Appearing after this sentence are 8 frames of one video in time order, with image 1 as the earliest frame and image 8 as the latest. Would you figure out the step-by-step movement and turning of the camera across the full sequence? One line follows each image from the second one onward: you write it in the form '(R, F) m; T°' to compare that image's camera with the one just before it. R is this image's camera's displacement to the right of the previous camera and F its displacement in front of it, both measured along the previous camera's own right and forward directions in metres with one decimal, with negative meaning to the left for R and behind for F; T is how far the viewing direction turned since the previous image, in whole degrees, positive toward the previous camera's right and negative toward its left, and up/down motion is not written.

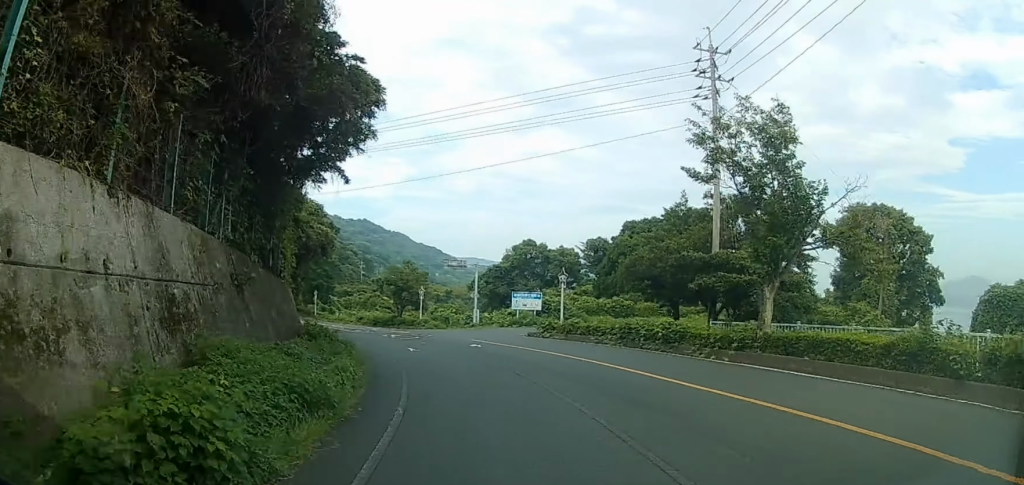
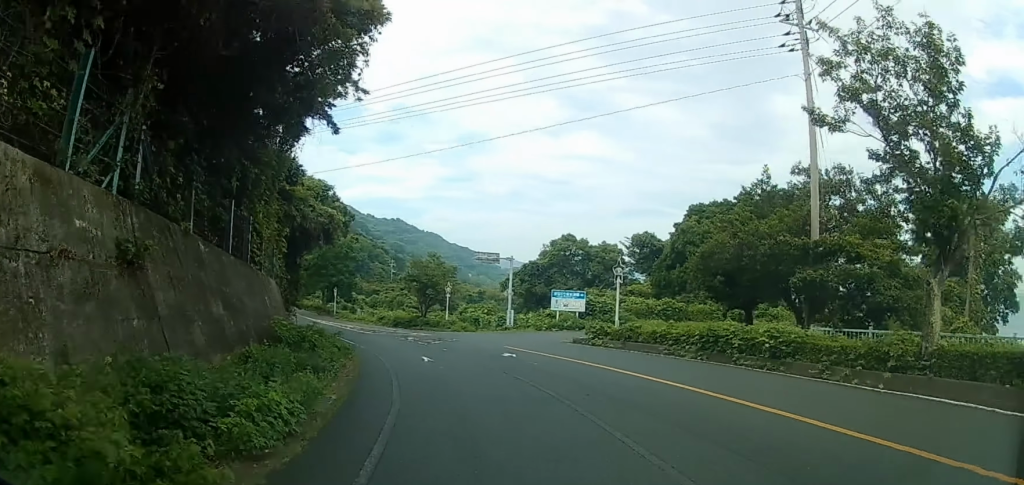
(-0.2, +7.1) m; -3°
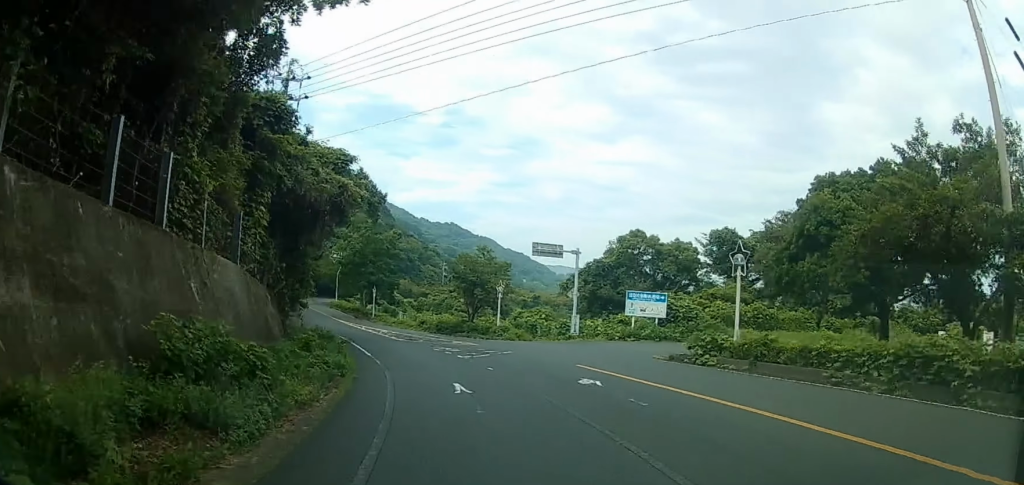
(-0.2, +9.5) m; -4°
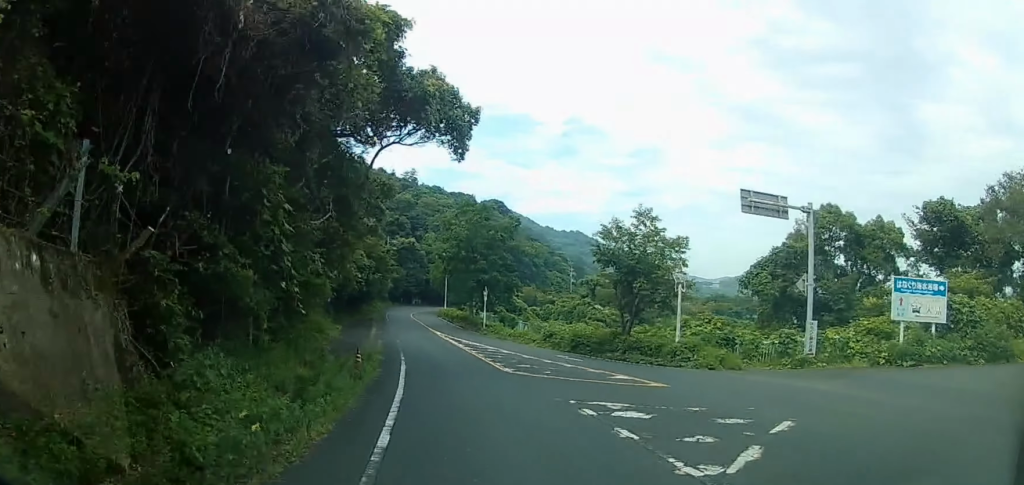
(-2.0, +18.5) m; -12°
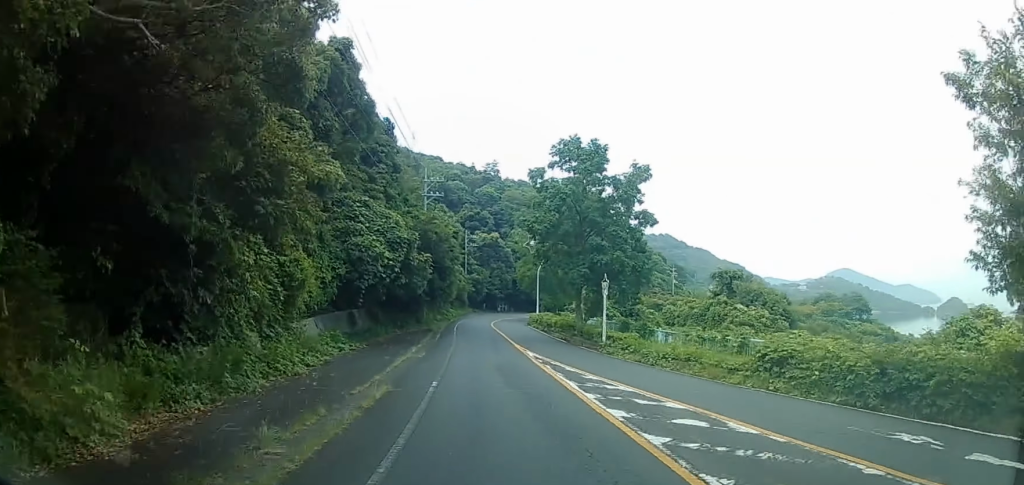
(-2.0, +20.7) m; -11°
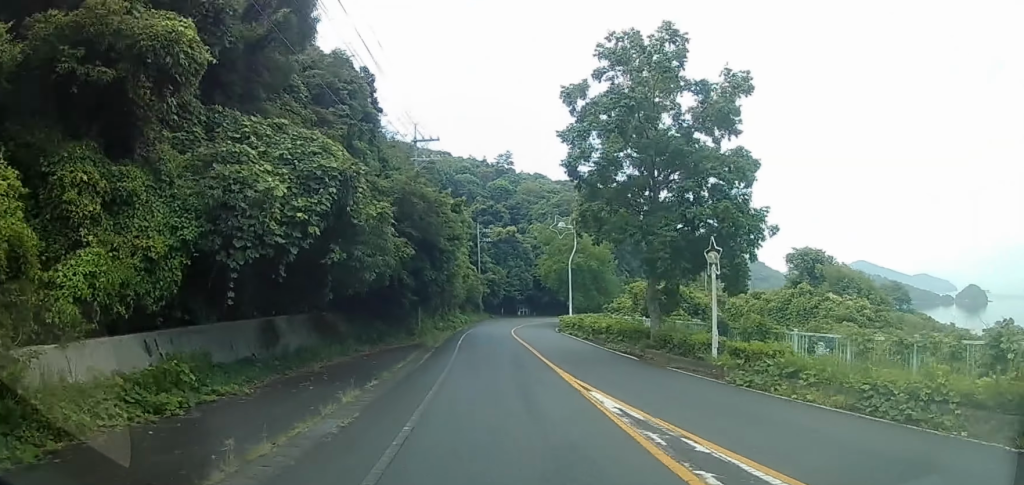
(-1.1, +14.4) m; -4°
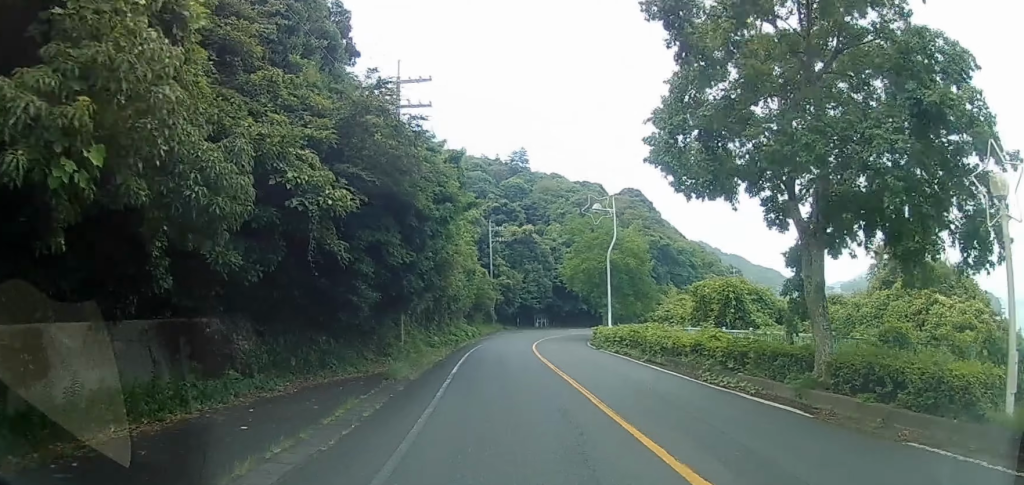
(-0.1, +10.9) m; +1°
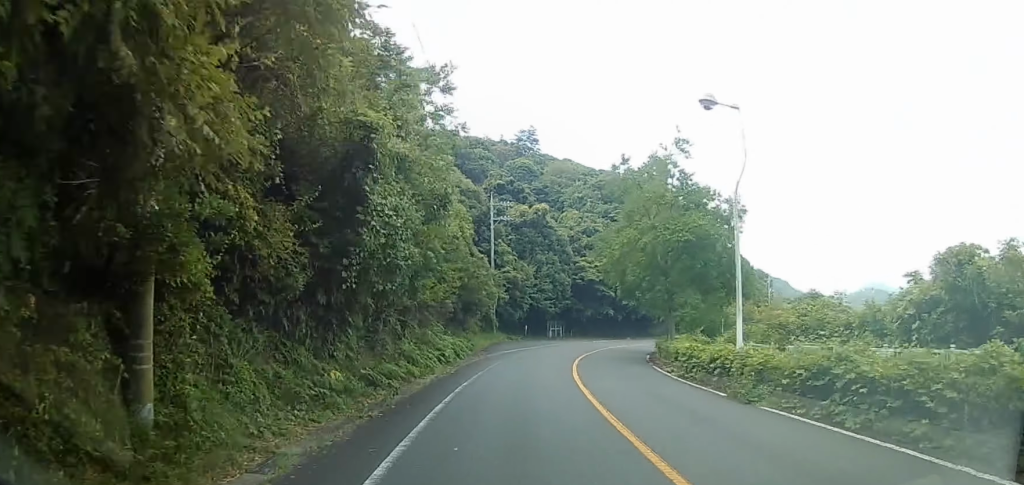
(+0.2, +18.8) m; -1°
